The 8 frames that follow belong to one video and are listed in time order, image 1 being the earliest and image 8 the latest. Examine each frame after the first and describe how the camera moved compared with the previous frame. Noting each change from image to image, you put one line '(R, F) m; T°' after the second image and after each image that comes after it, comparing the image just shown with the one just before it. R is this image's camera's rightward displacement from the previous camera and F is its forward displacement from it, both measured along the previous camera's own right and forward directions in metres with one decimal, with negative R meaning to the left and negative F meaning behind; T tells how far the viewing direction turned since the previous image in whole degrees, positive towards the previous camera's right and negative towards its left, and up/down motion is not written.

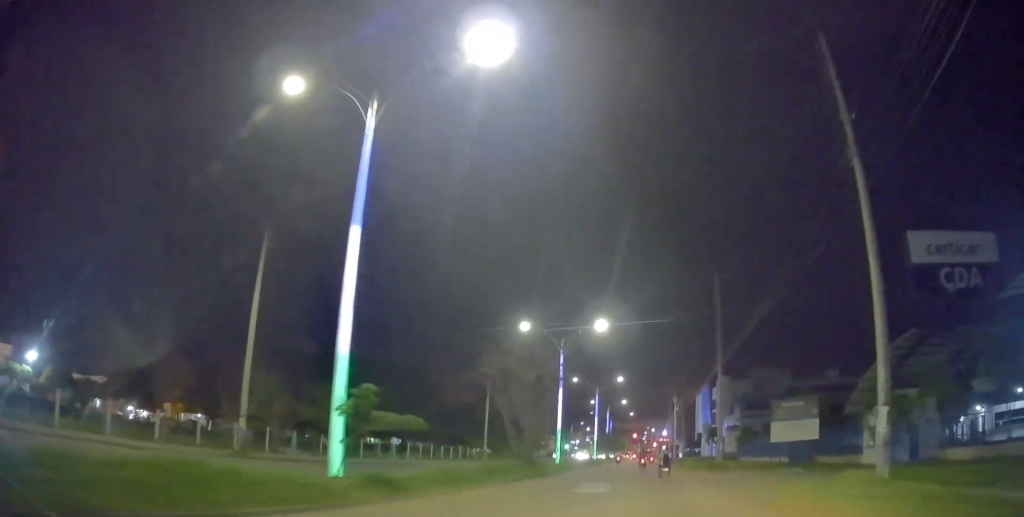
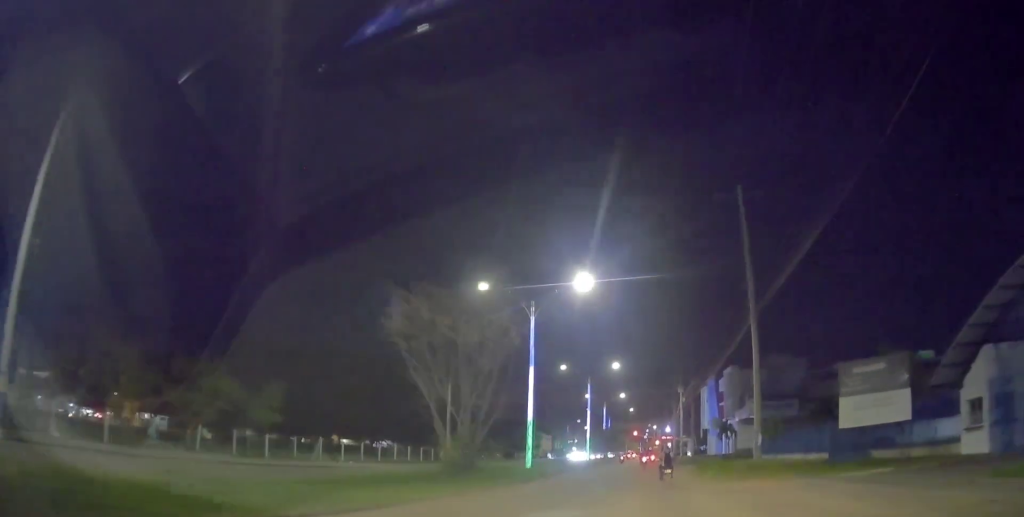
(+0.3, +13.0) m; +4°
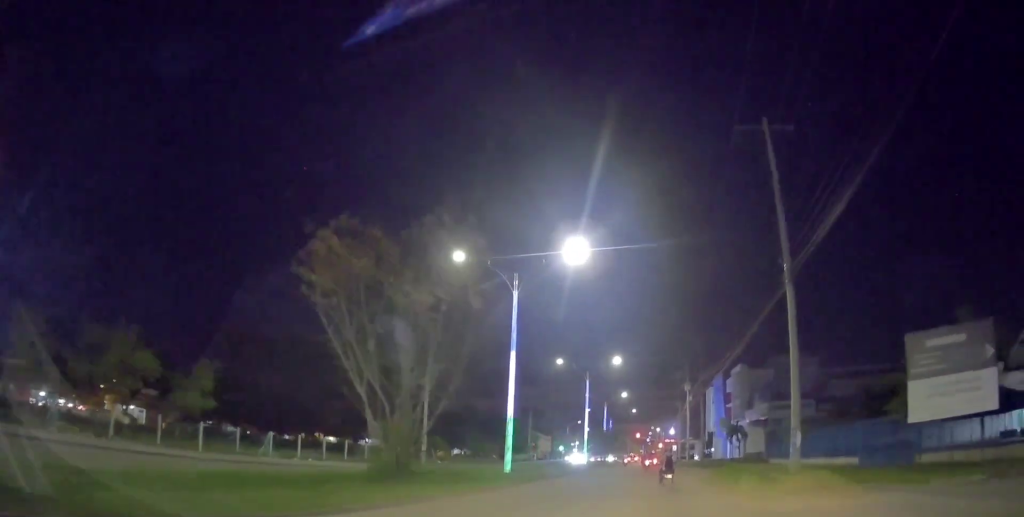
(+0.2, +6.2) m; +1°
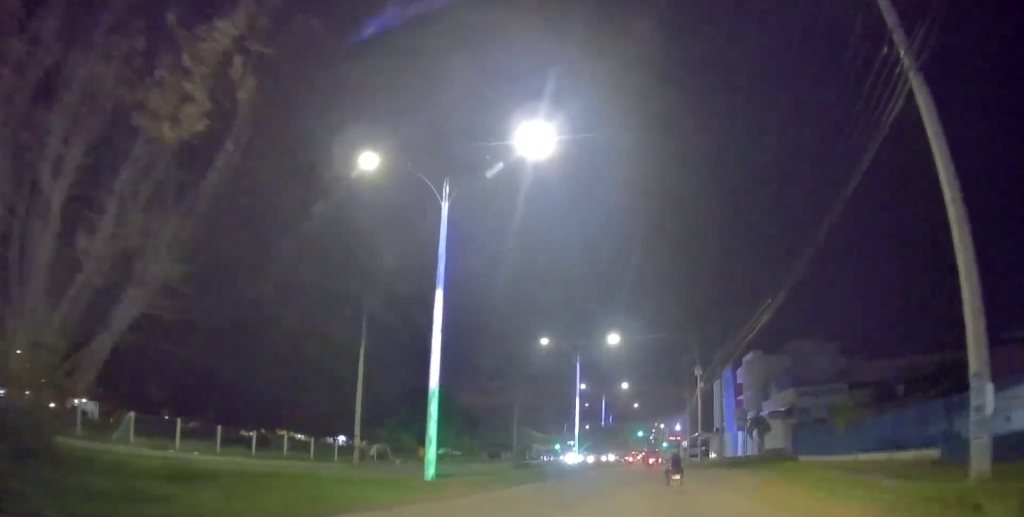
(0.0, +11.4) m; -1°
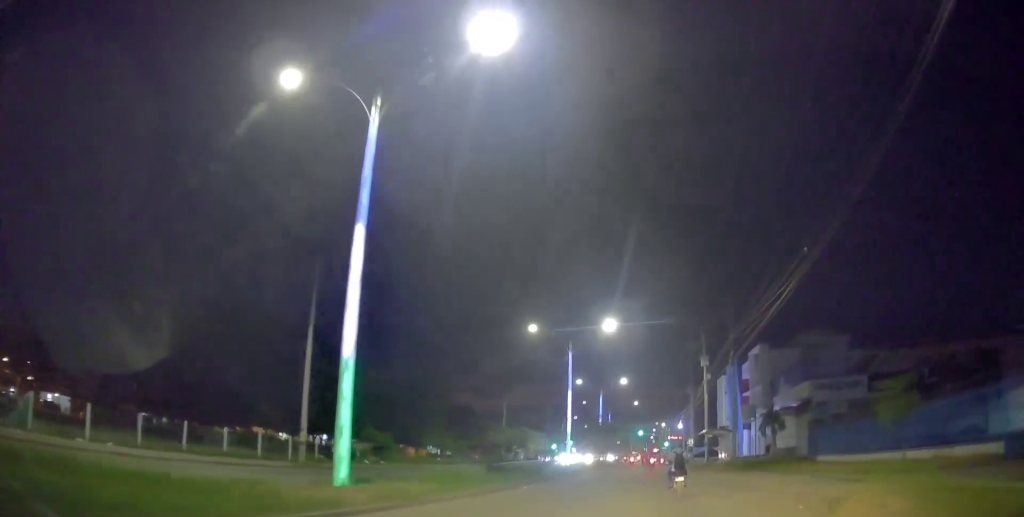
(-0.1, +5.8) m; -1°
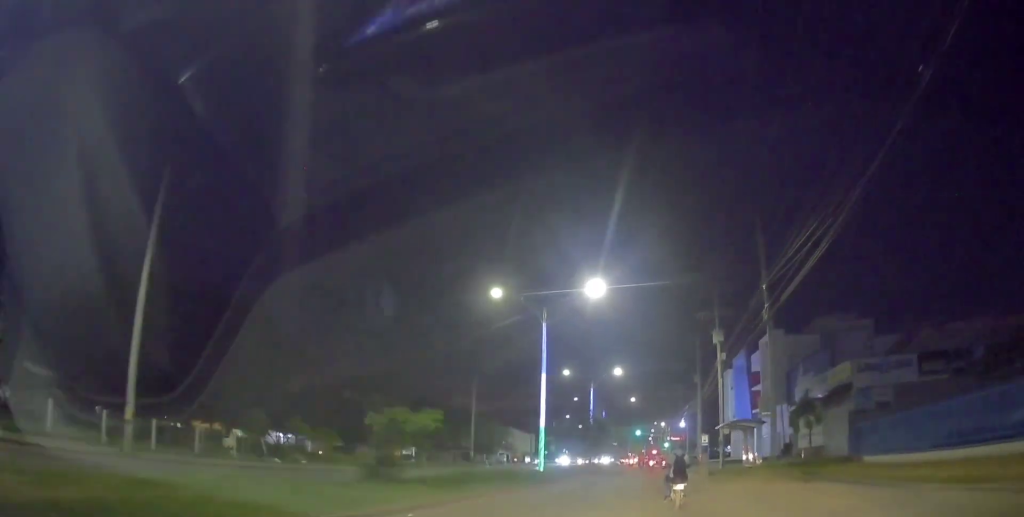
(0.0, +11.4) m; 0°
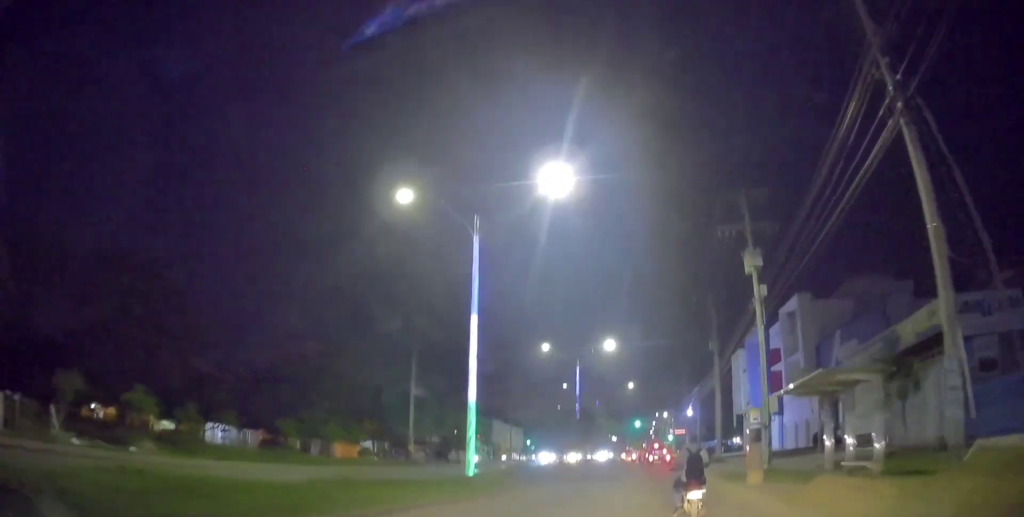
(-0.4, +14.3) m; -1°
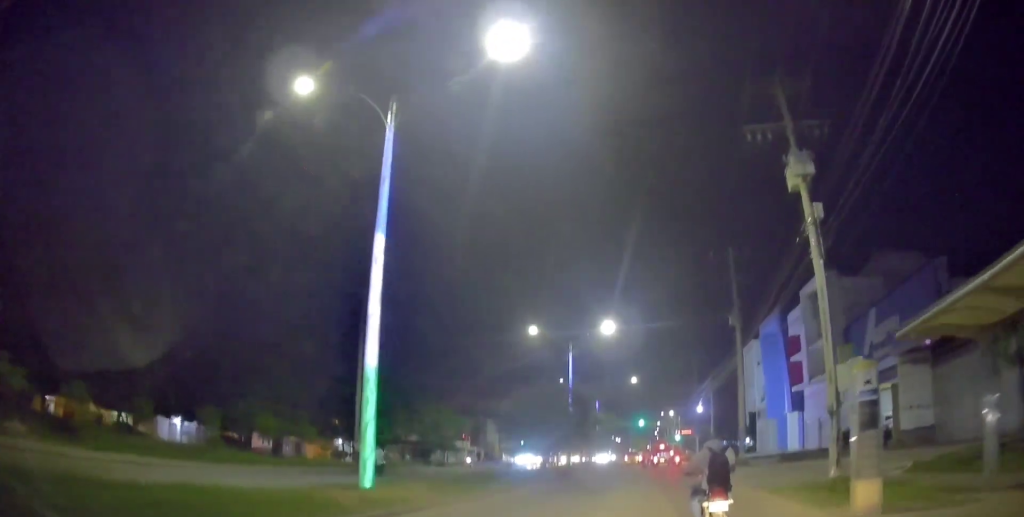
(+0.2, +8.6) m; +1°
